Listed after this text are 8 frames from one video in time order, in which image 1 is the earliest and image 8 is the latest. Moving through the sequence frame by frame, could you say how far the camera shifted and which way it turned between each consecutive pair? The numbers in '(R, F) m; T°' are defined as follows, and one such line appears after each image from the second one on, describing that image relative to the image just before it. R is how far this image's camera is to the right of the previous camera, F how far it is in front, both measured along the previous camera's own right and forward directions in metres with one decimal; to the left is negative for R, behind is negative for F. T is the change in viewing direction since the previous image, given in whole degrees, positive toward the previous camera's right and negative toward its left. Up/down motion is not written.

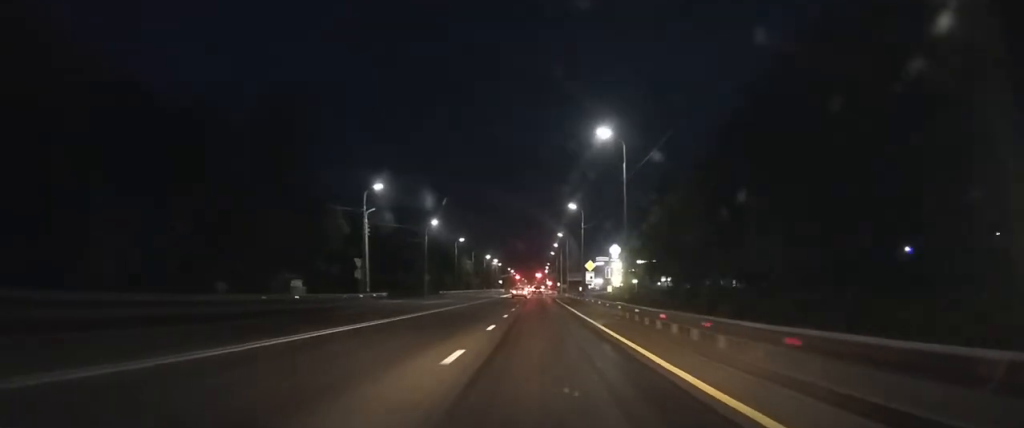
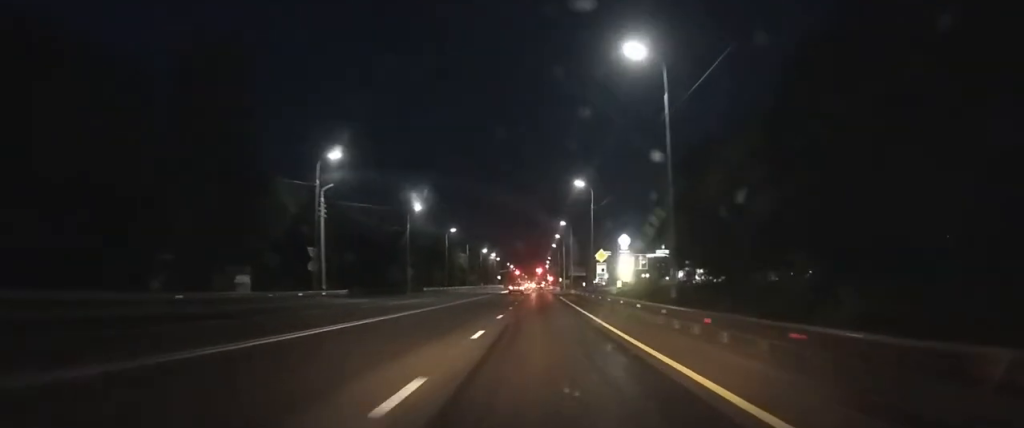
(0.0, +12.2) m; 0°
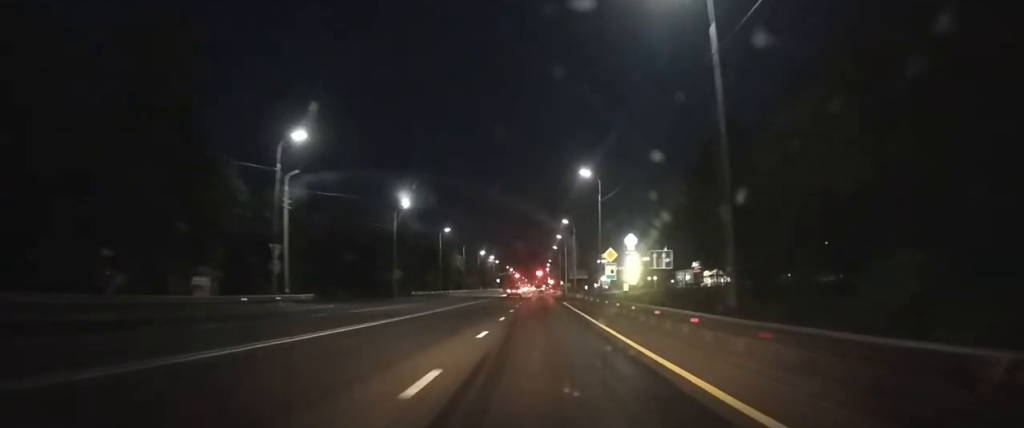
(0.0, +6.9) m; 0°
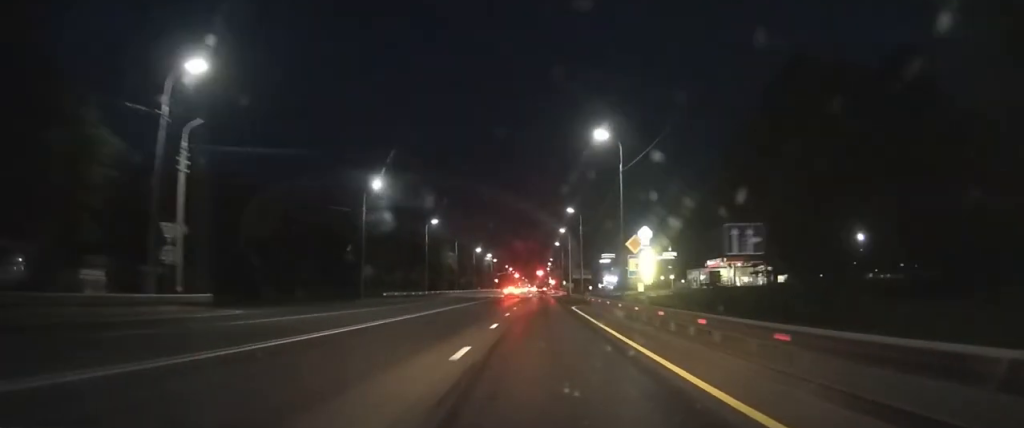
(0.0, +12.6) m; 0°
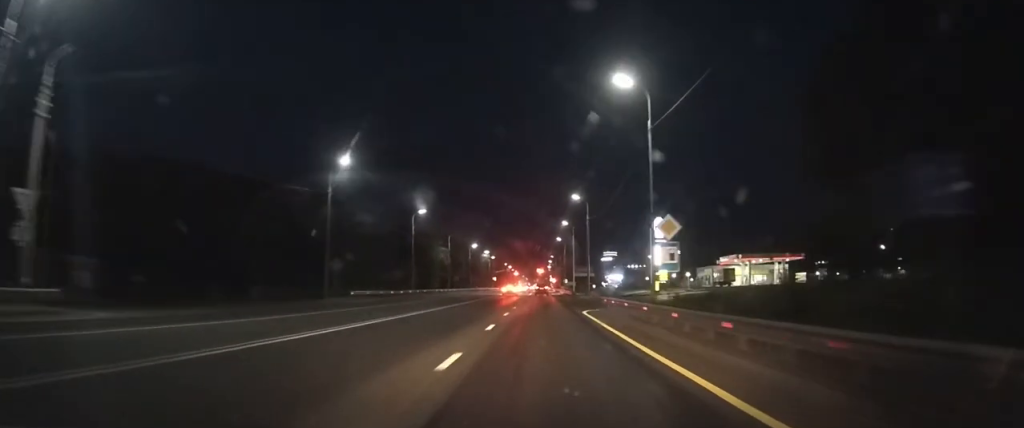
(0.0, +9.6) m; 0°
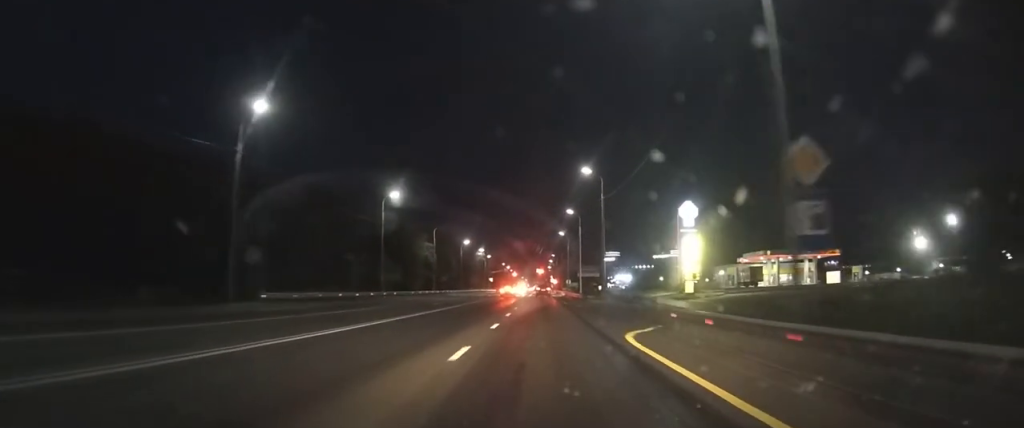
(+0.1, +15.1) m; +1°
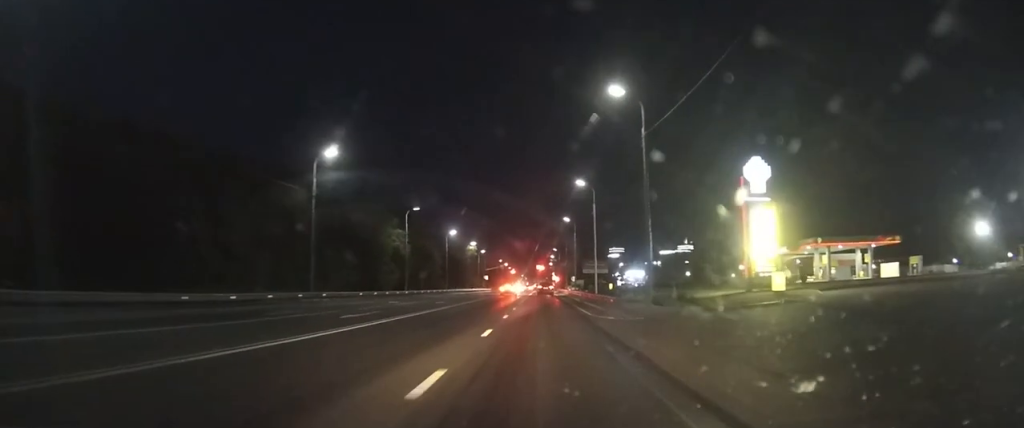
(+0.1, +20.5) m; 0°
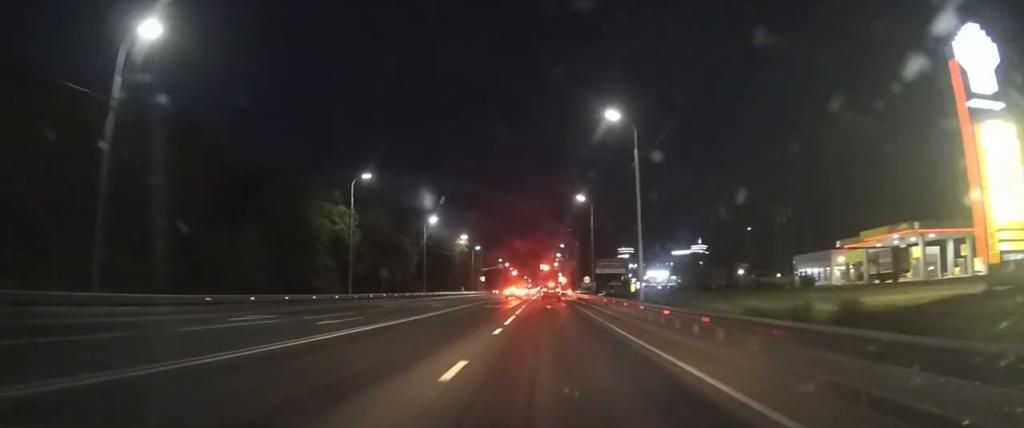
(-0.2, +26.1) m; -1°
